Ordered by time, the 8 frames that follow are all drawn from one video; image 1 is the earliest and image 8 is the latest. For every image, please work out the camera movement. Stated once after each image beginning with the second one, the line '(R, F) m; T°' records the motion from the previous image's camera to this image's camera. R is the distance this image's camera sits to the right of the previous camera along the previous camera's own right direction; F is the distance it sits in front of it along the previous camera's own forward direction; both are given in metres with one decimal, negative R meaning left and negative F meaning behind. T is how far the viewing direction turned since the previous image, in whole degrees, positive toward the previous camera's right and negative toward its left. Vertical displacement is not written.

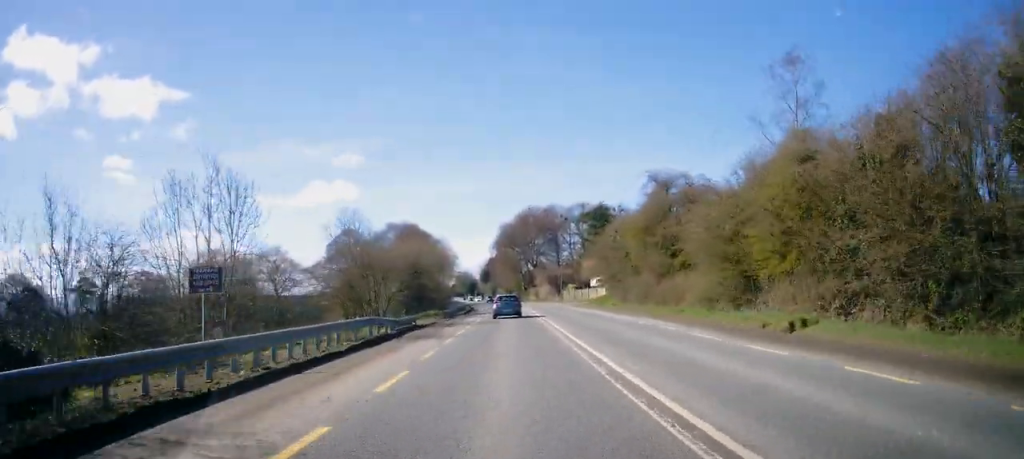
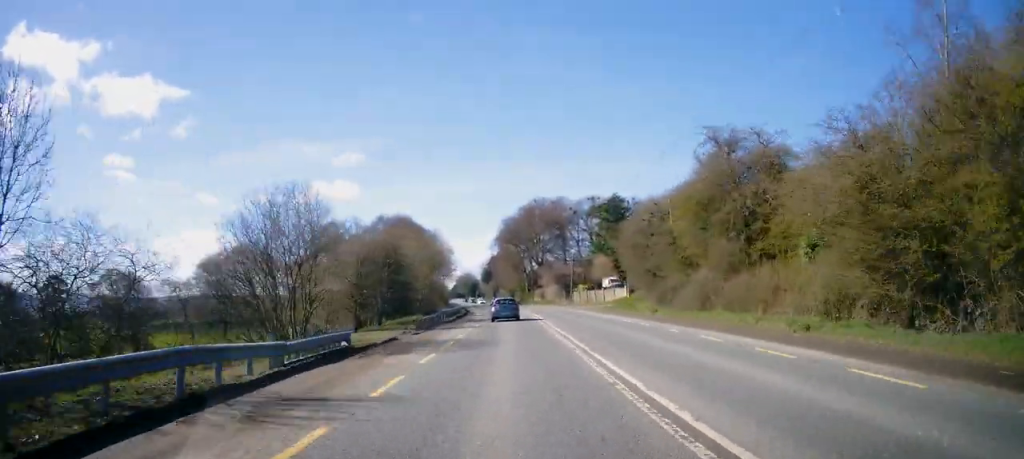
(+0.1, +13.1) m; 0°
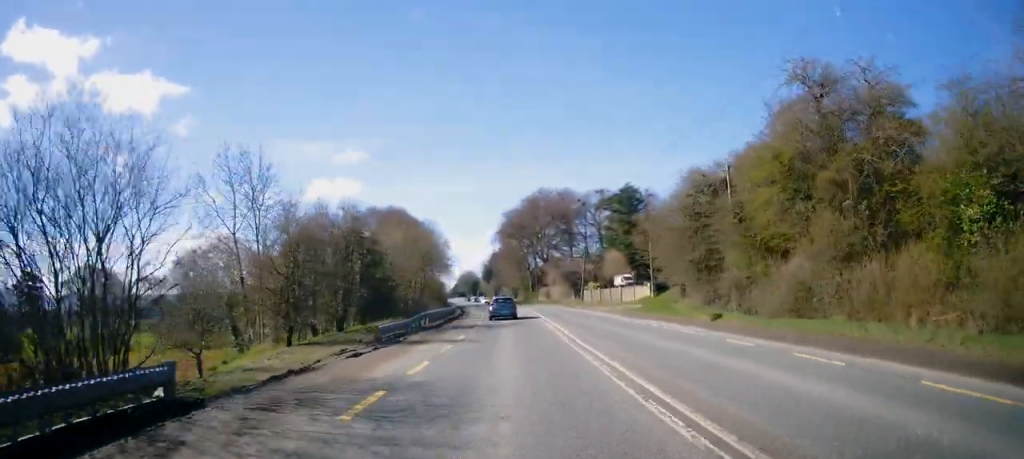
(0.0, +10.4) m; 0°
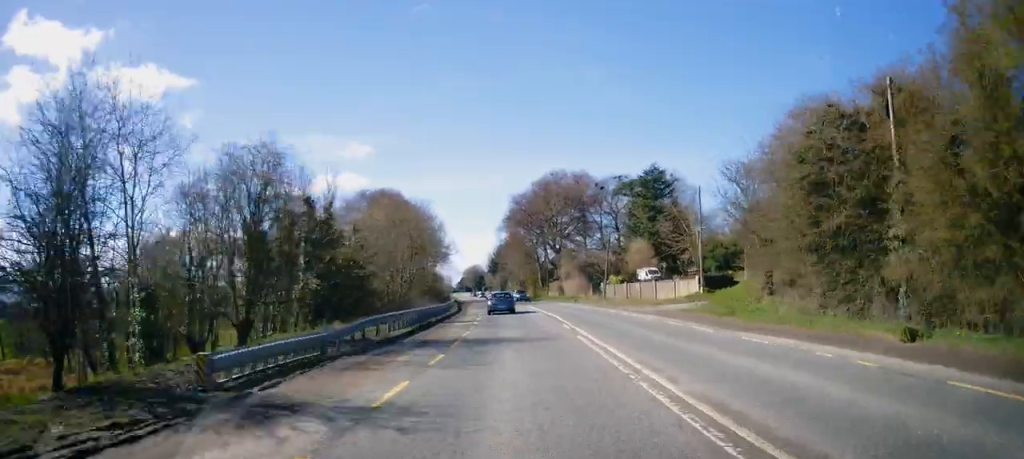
(0.0, +13.2) m; -1°
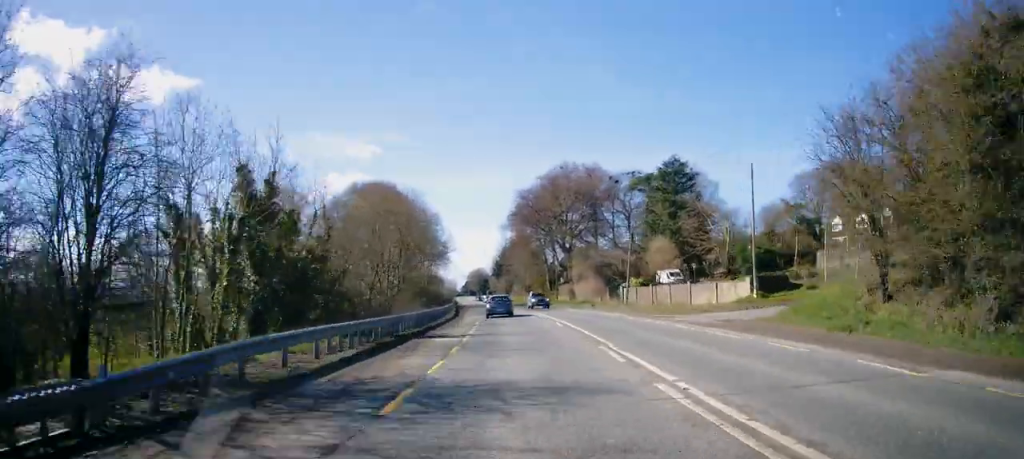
(-0.1, +9.0) m; -1°
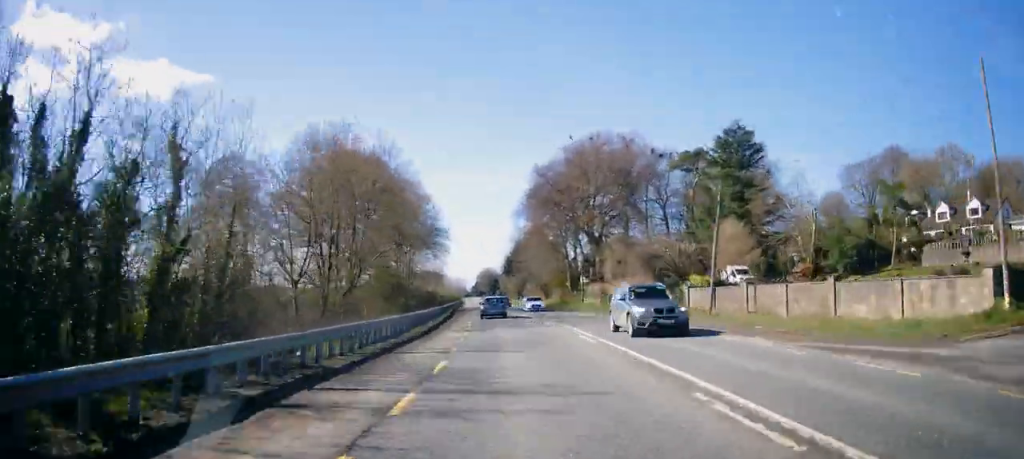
(-0.2, +19.5) m; -1°
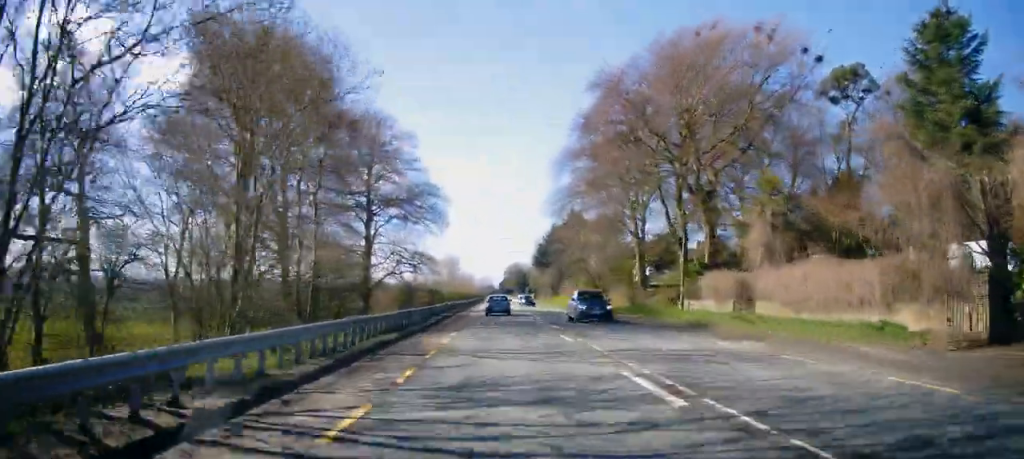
(-0.8, +33.3) m; -3°
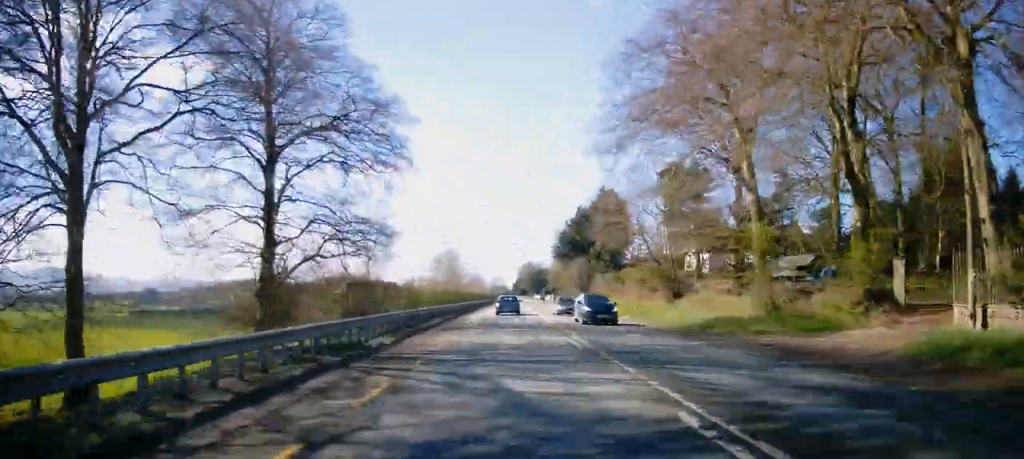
(-0.3, +25.7) m; -1°
